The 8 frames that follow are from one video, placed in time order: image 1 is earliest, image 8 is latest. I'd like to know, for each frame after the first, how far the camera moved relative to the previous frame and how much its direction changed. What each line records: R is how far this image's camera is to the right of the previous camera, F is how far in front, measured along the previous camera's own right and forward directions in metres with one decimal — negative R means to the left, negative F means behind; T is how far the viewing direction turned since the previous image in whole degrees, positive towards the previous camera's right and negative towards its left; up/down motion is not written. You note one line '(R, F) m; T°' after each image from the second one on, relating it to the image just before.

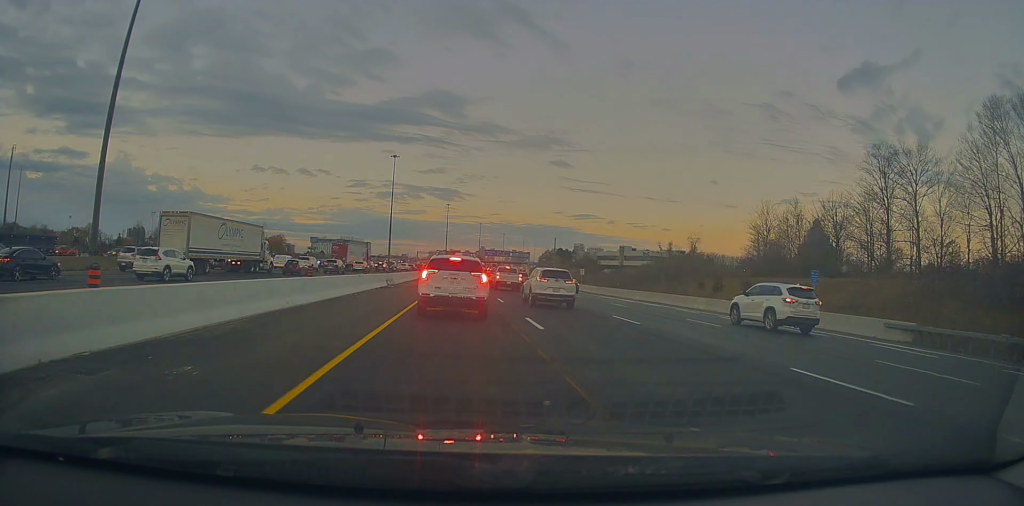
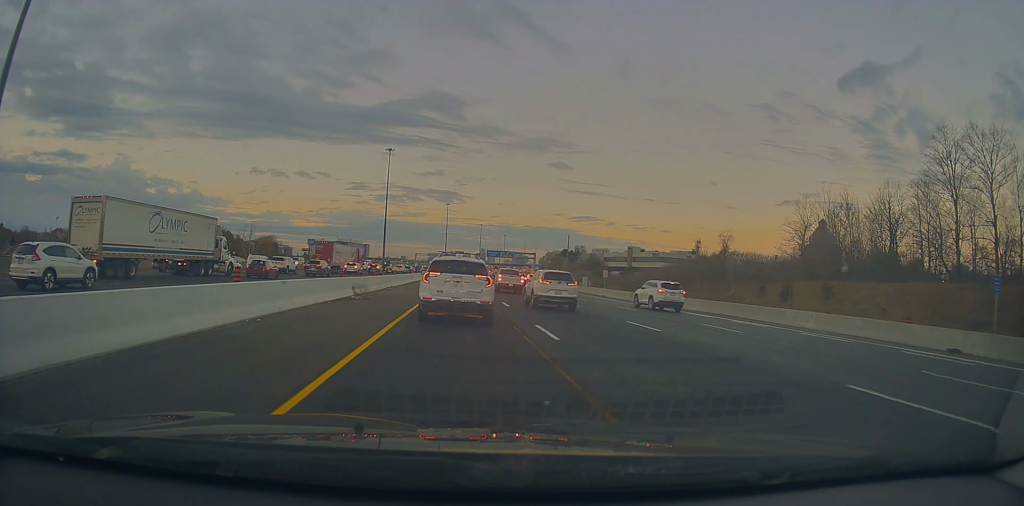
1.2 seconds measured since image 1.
(+0.1, +13.5) m; -1°
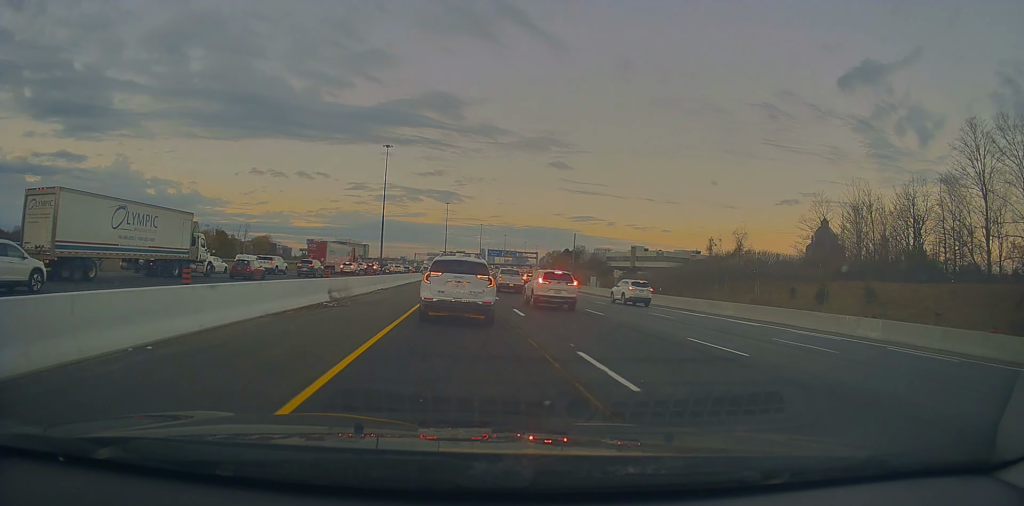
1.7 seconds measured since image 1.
(-0.3, +5.3) m; 0°
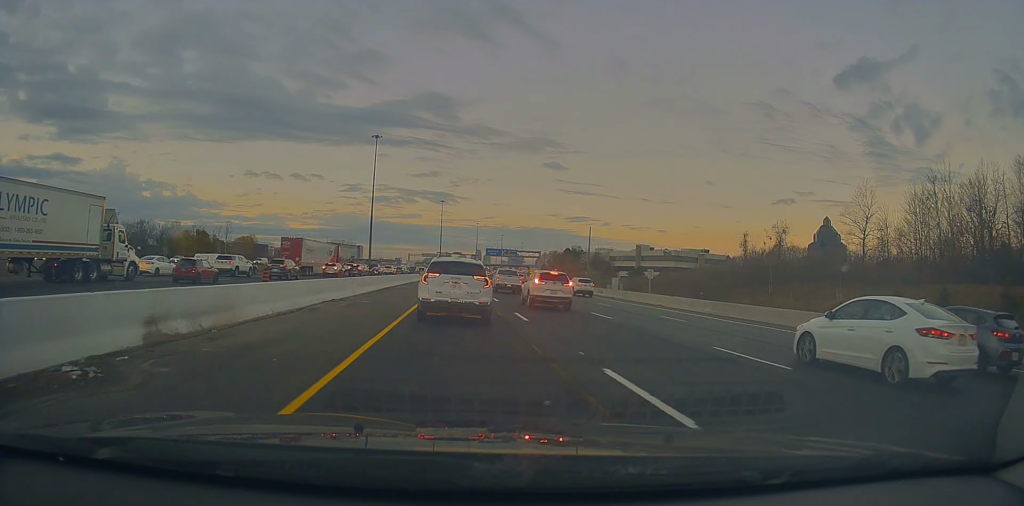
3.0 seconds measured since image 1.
(+0.6, +13.7) m; +1°
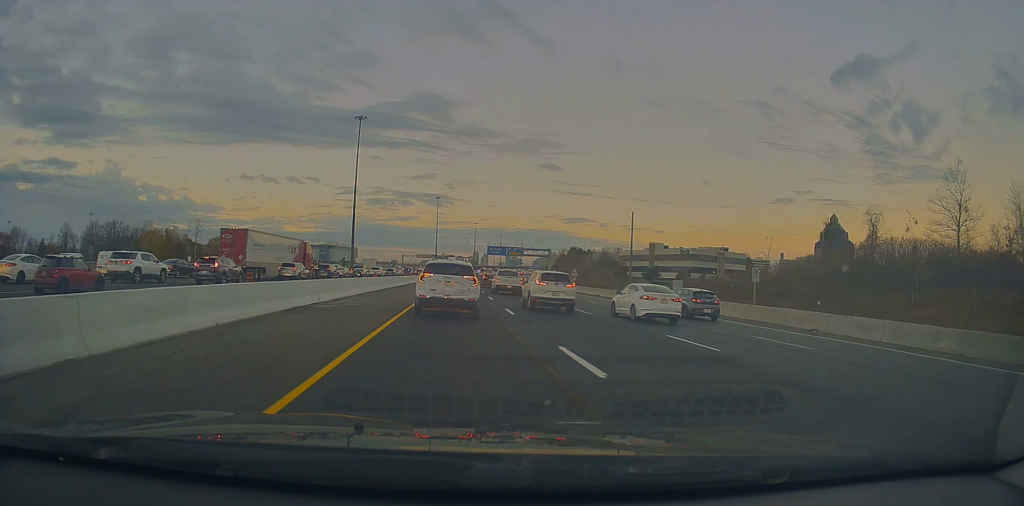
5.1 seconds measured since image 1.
(-0.3, +21.4) m; -2°
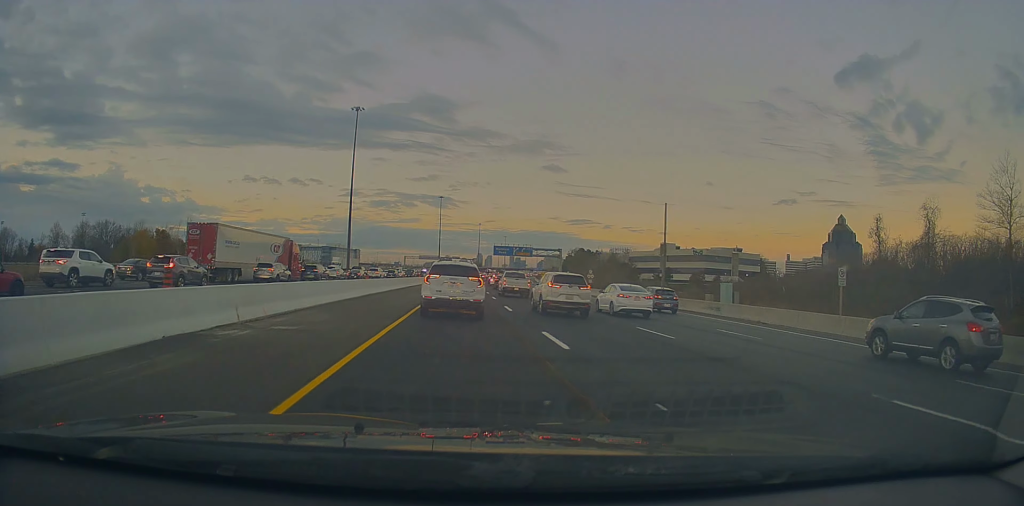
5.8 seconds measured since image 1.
(-0.5, +8.9) m; 0°
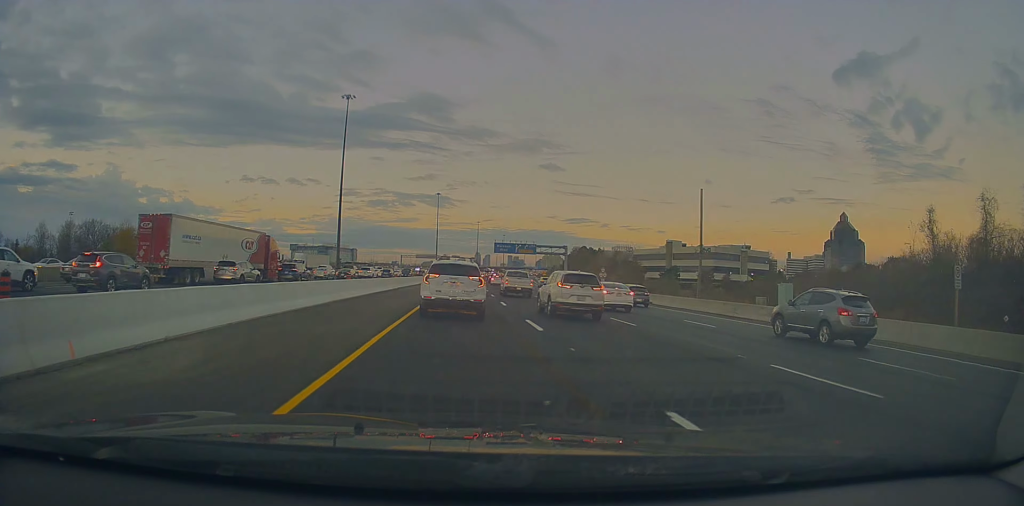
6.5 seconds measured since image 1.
(+0.3, +8.4) m; +2°
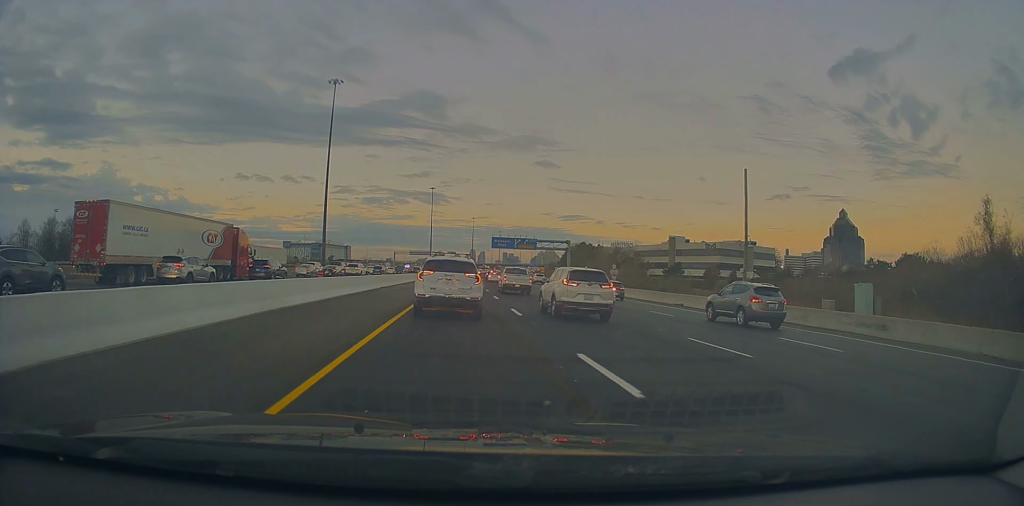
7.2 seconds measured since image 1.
(+0.2, +8.0) m; +1°
